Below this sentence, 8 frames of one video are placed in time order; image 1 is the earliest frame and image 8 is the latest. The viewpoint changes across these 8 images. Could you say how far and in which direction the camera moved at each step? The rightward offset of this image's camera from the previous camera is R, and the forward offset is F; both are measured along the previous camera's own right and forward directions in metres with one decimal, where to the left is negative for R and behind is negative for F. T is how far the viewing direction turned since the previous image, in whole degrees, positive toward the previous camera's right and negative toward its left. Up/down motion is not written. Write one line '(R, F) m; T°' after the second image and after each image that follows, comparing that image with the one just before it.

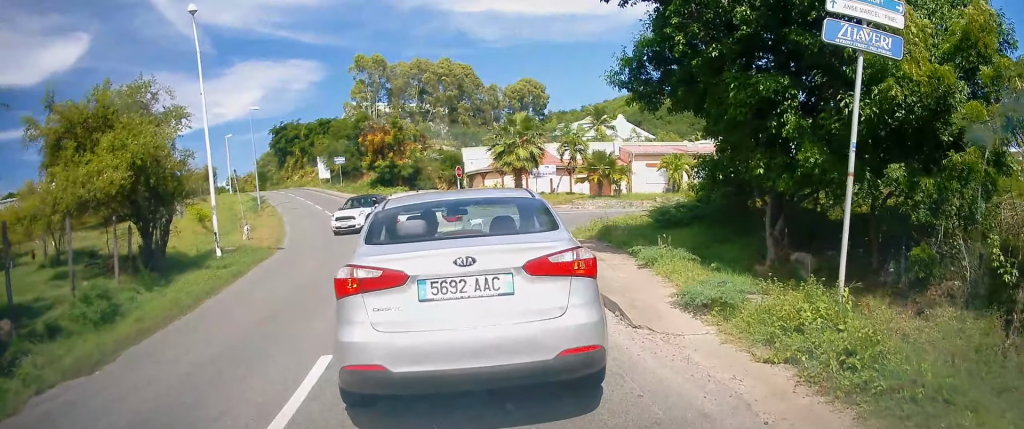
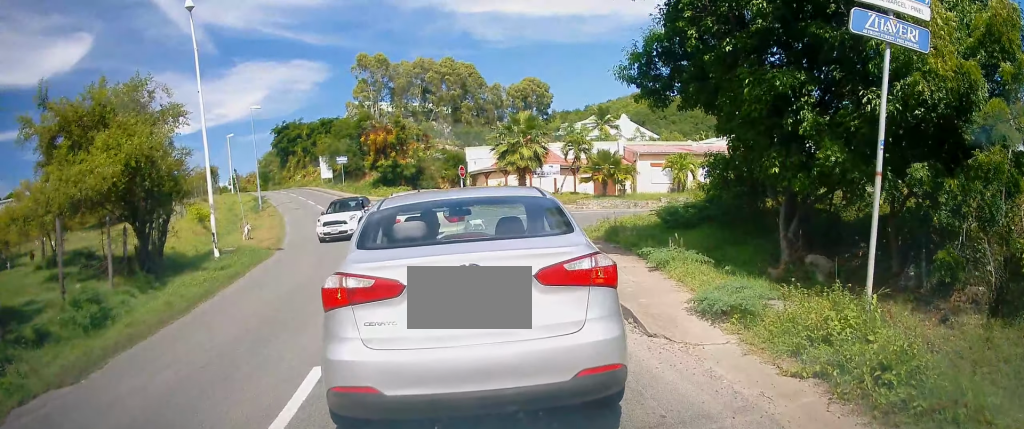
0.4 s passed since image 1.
(+0.1, +0.6) m; 0°
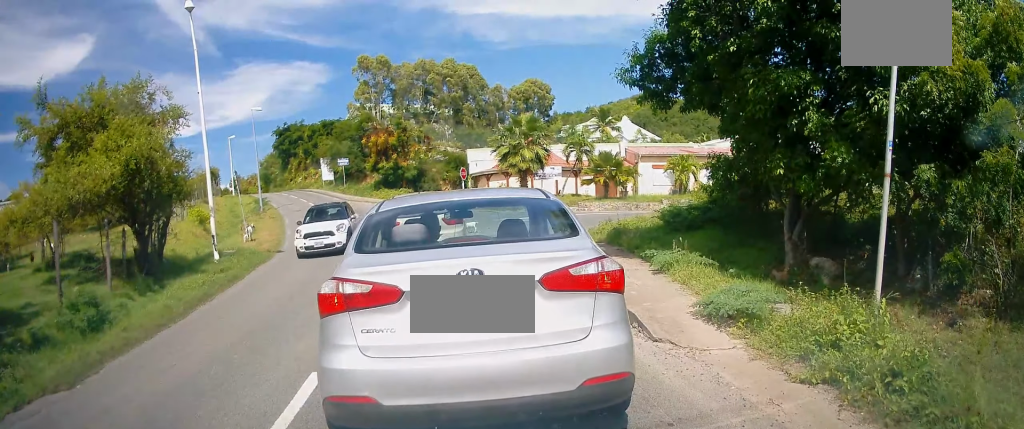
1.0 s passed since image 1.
(+0.1, +0.3) m; 0°
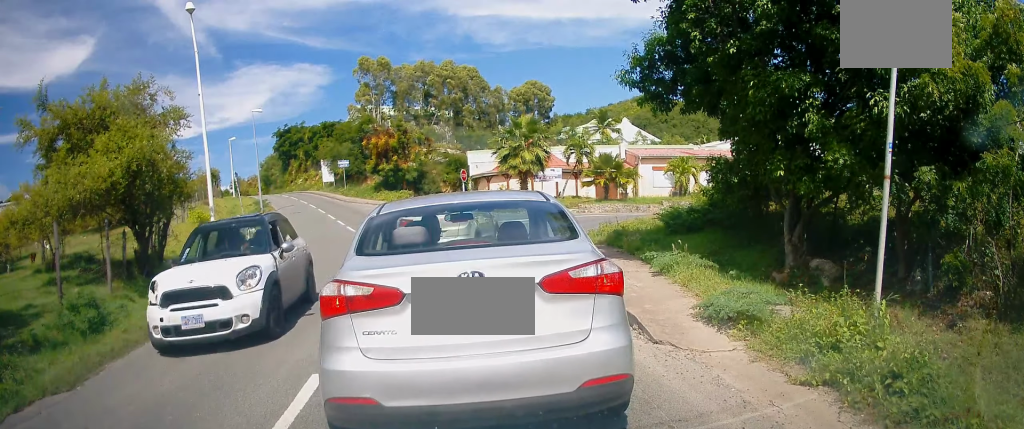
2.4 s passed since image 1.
(0.0, +0.1) m; 0°
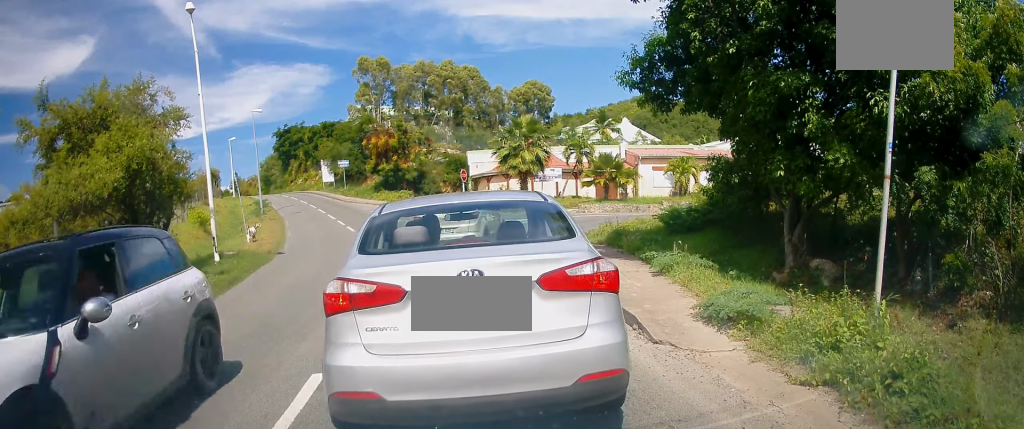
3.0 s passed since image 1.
(0.0, 0.0) m; 0°
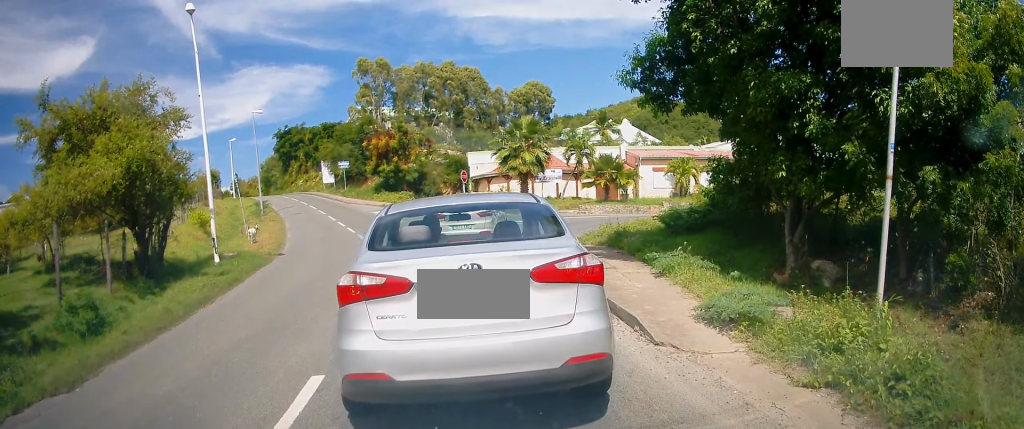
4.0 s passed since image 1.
(0.0, 0.0) m; 0°
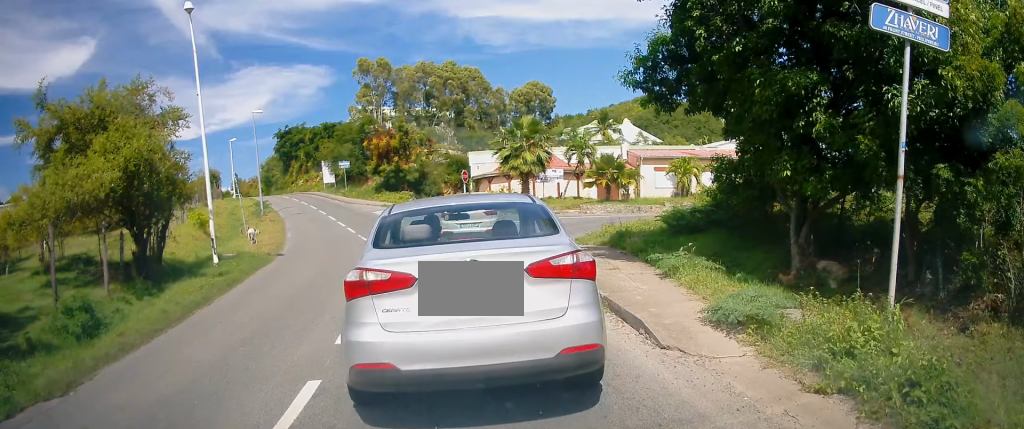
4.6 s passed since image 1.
(0.0, 0.0) m; 0°
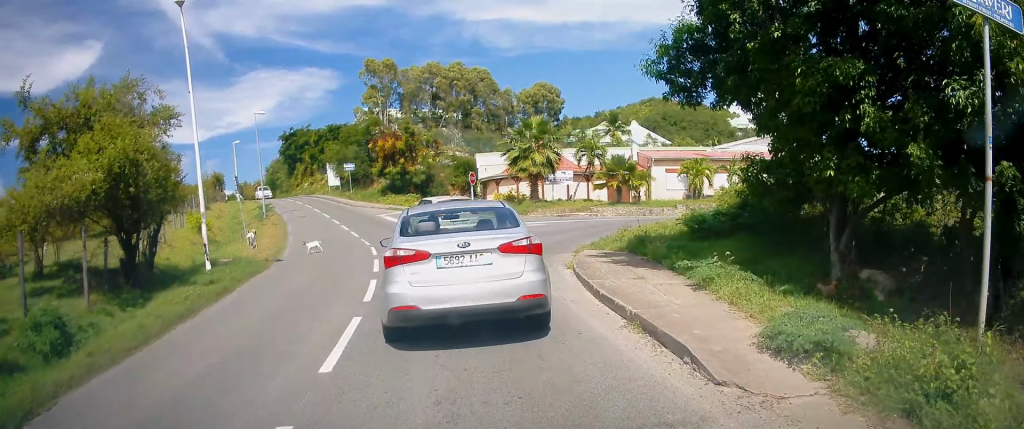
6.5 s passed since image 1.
(-0.2, +0.8) m; 0°
